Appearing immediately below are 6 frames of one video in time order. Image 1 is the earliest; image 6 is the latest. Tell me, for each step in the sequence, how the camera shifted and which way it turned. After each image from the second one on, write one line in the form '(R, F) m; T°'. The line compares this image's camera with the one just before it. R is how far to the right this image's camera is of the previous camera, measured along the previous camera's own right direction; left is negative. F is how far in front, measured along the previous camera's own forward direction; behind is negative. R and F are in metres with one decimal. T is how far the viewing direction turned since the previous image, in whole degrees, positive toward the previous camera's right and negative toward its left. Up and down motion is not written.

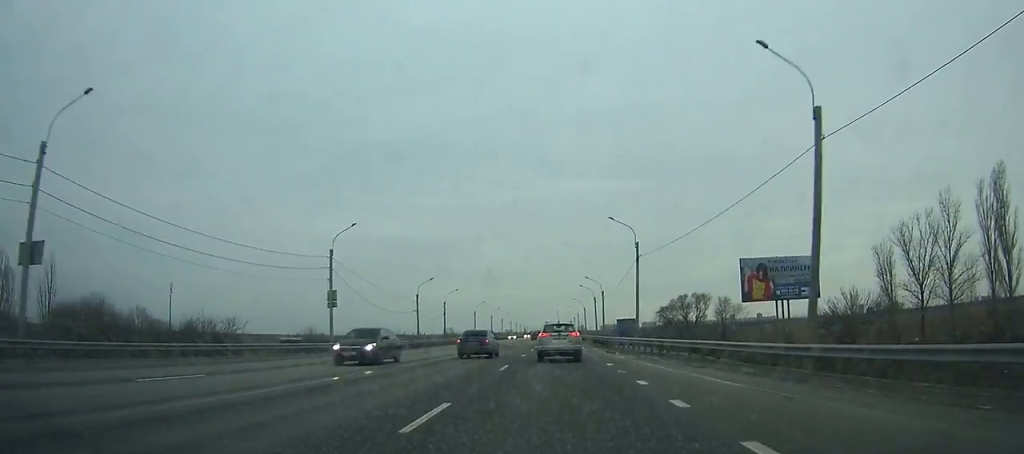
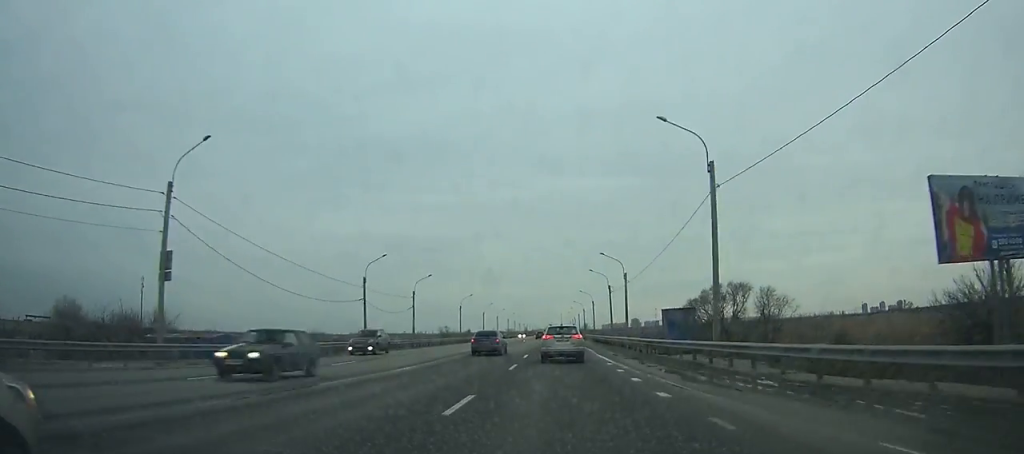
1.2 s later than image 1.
(-0.1, +22.9) m; 0°
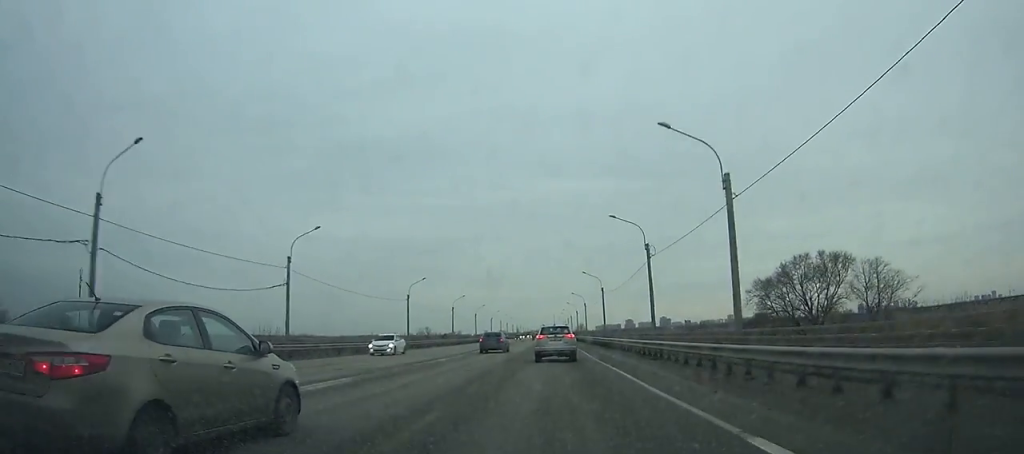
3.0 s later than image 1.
(+0.2, +35.2) m; 0°
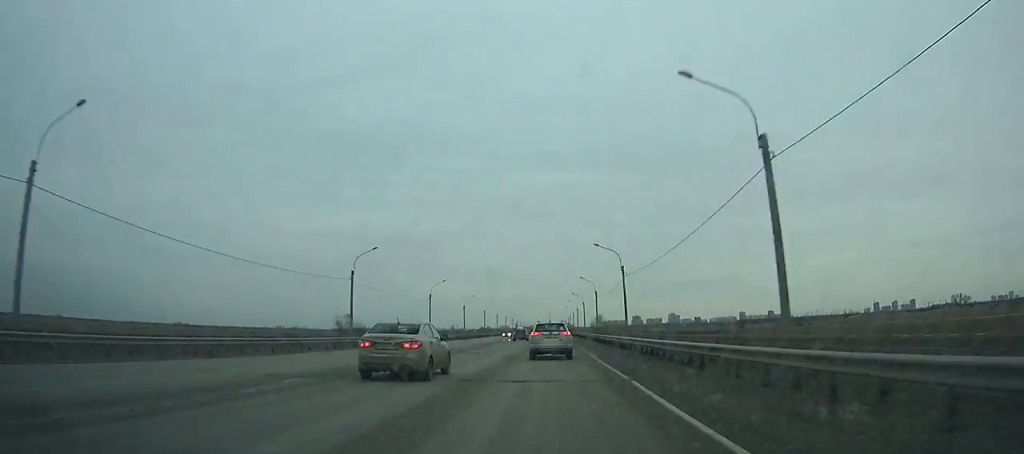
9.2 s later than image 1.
(-0.2, +124.9) m; 0°
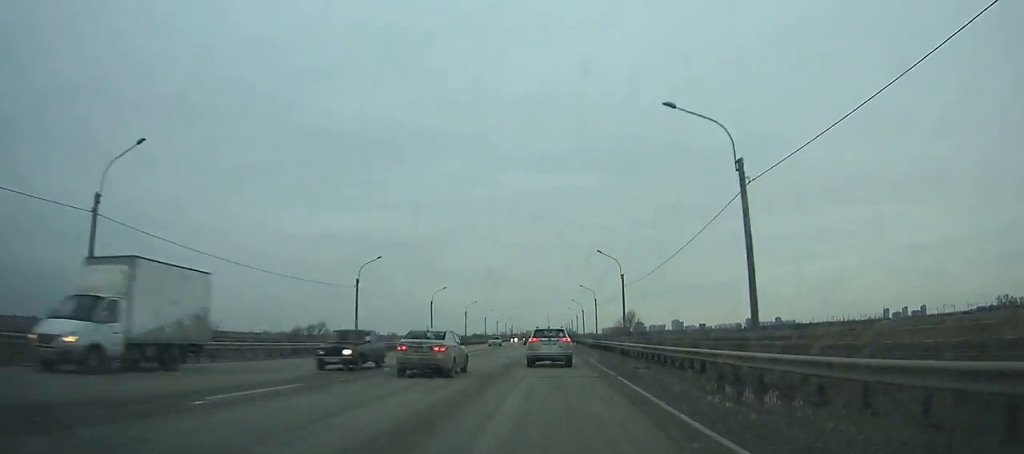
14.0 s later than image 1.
(0.0, +99.0) m; 0°
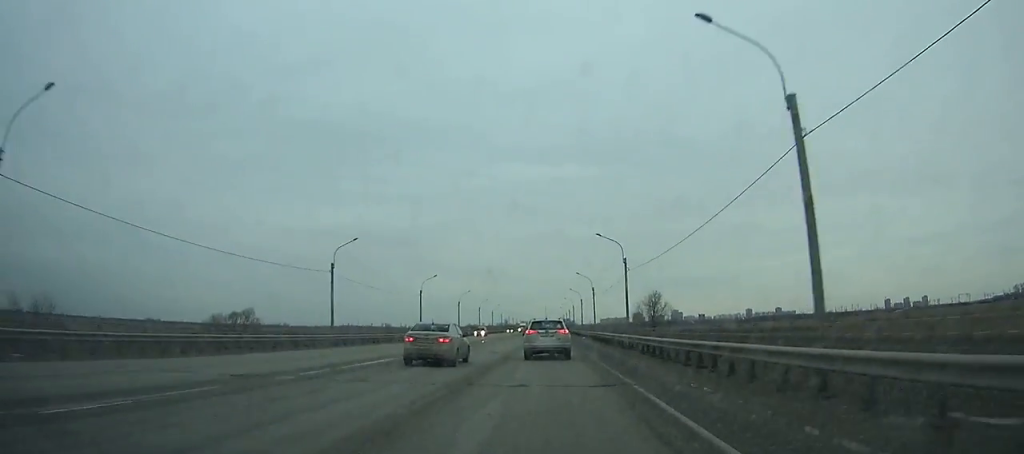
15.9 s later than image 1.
(+0.2, +39.1) m; 0°
